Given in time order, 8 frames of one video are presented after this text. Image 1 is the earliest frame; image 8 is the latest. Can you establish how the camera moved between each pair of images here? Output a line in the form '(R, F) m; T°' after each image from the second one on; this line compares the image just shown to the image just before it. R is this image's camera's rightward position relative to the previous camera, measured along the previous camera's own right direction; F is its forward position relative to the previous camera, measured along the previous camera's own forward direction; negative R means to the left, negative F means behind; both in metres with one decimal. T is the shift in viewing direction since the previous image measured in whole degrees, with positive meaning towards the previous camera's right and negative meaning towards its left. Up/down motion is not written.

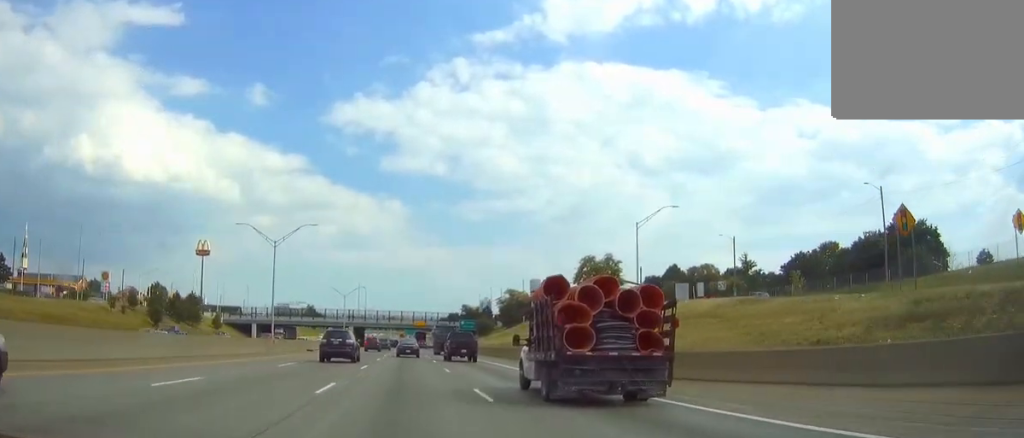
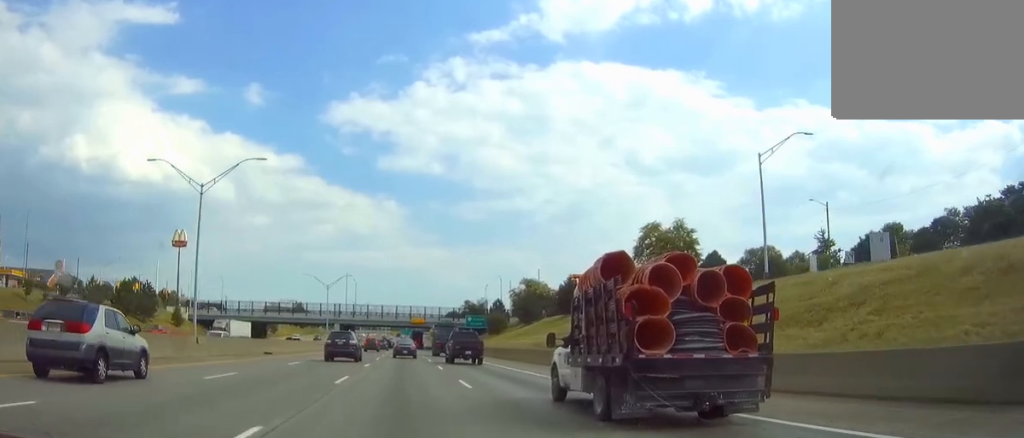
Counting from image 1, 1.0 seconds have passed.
(0.0, +26.6) m; 0°
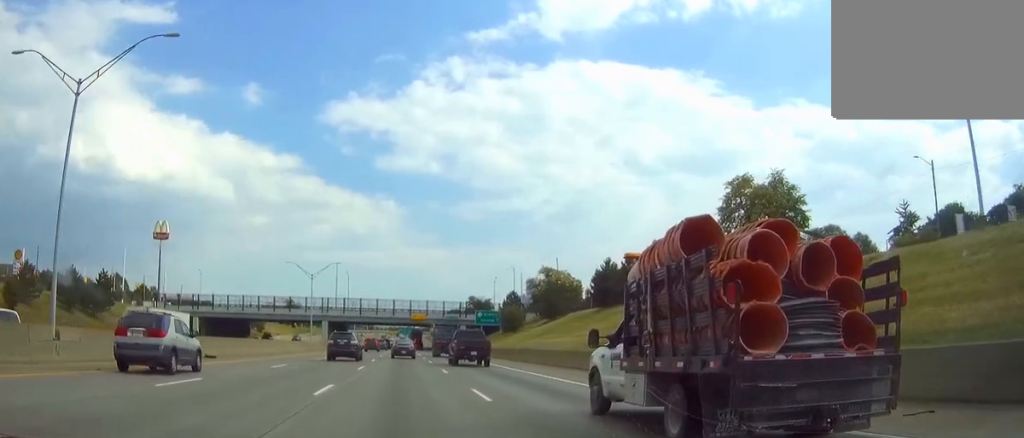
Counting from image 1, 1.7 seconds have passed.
(+0.1, +19.6) m; 0°
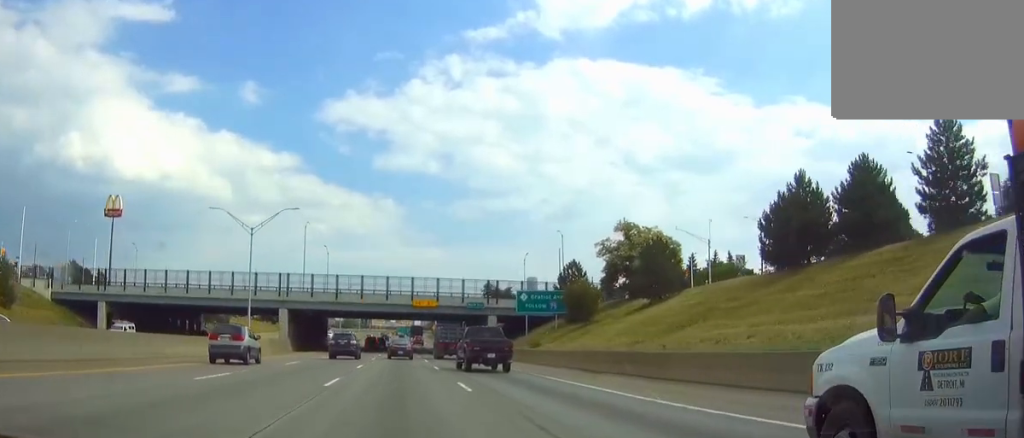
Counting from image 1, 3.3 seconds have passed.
(+0.2, +42.4) m; 0°
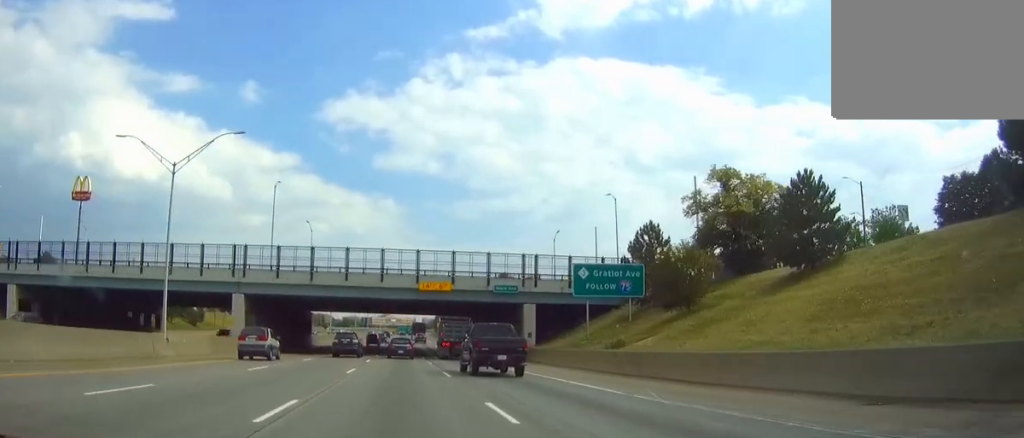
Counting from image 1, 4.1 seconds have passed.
(-0.1, +23.2) m; 0°
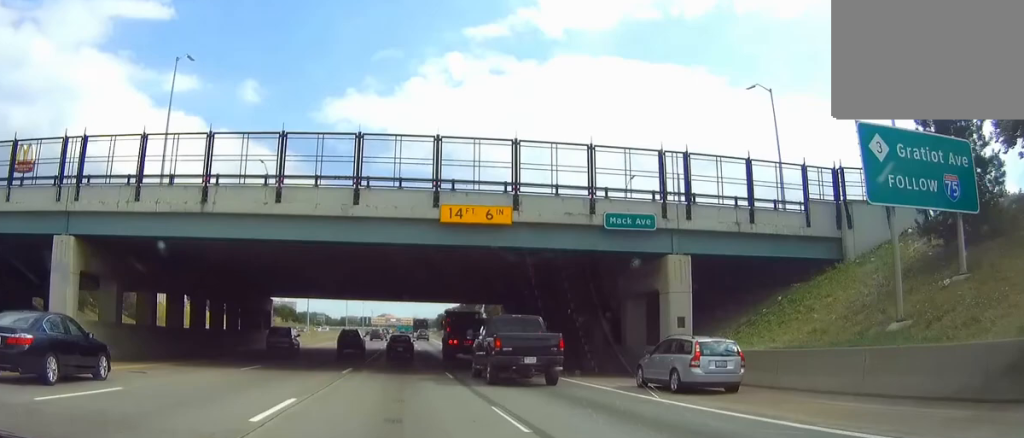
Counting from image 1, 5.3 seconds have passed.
(-0.2, +31.9) m; 0°
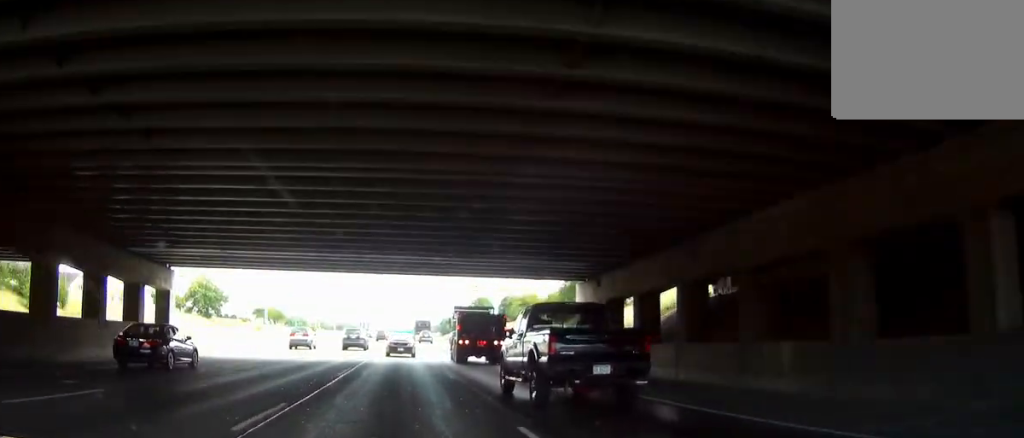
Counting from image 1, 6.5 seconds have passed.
(+0.2, +30.8) m; +1°
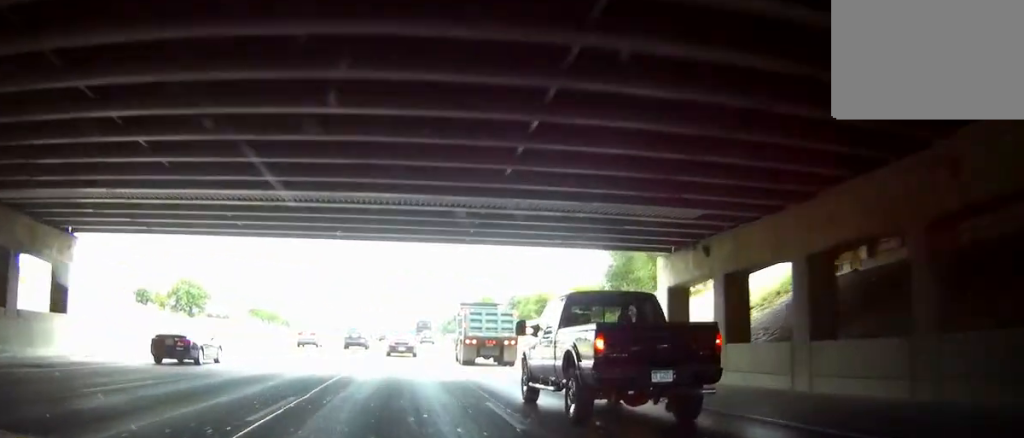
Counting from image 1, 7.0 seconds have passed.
(0.0, +13.0) m; 0°
